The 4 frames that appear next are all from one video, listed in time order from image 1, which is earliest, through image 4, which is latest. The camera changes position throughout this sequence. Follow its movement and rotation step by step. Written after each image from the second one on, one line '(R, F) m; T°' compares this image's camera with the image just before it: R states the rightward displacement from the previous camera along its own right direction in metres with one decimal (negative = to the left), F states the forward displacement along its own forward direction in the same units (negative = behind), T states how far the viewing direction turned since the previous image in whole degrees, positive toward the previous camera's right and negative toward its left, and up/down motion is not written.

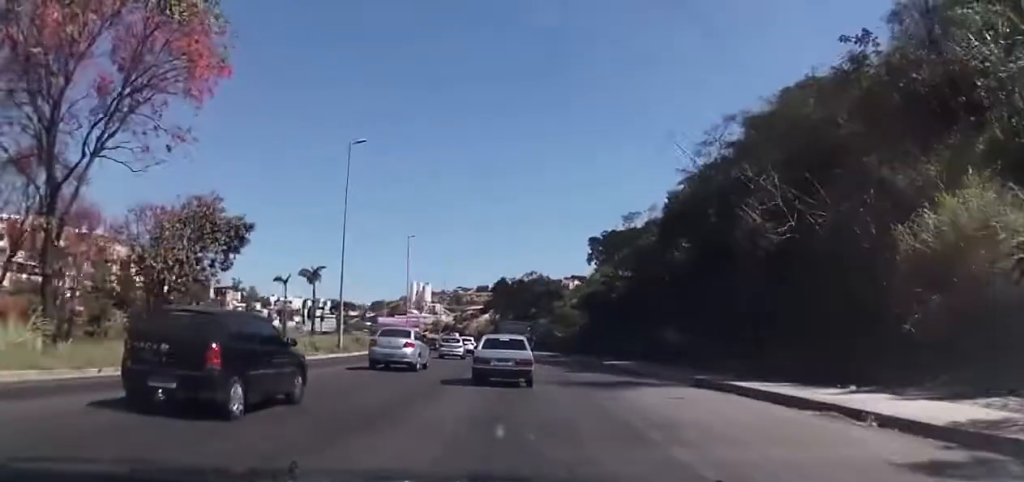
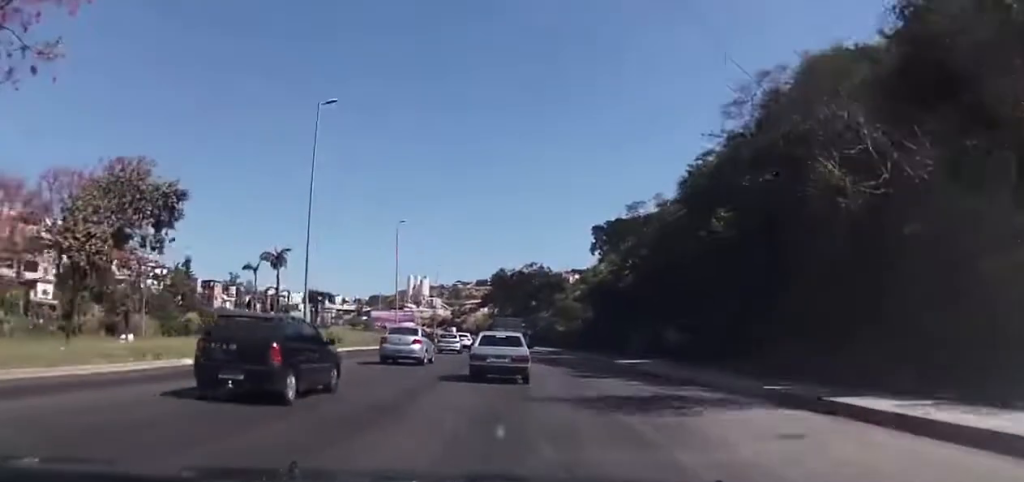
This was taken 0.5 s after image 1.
(0.0, +7.4) m; 0°
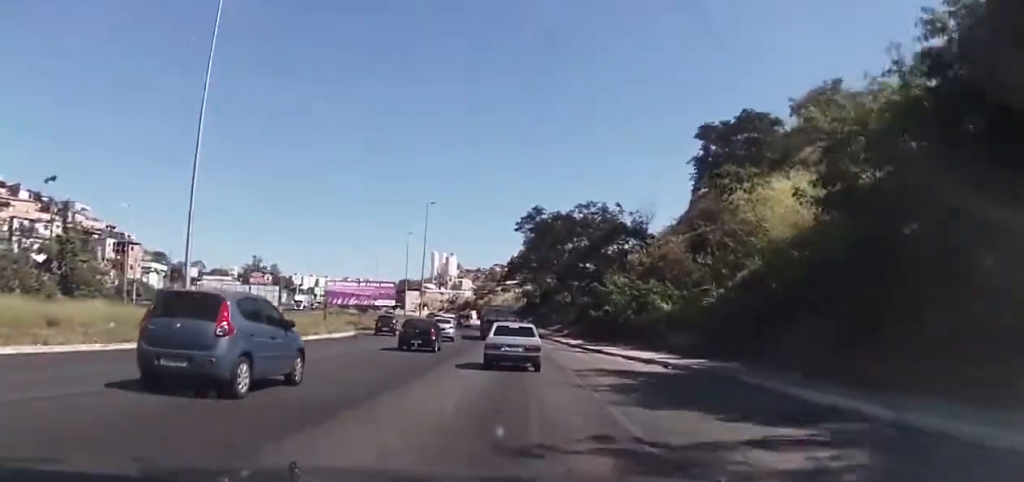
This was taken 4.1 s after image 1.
(+0.3, +55.1) m; -2°
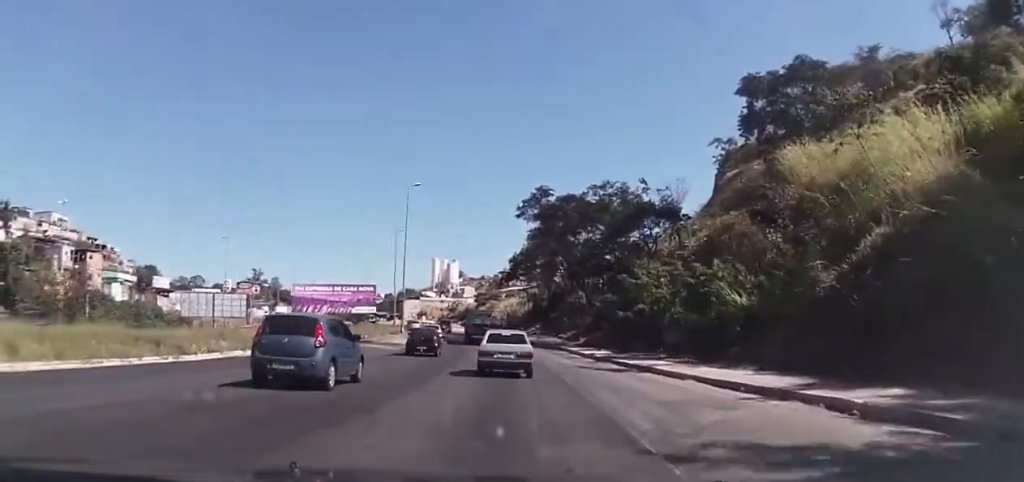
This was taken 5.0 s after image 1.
(-0.3, +14.4) m; -1°
